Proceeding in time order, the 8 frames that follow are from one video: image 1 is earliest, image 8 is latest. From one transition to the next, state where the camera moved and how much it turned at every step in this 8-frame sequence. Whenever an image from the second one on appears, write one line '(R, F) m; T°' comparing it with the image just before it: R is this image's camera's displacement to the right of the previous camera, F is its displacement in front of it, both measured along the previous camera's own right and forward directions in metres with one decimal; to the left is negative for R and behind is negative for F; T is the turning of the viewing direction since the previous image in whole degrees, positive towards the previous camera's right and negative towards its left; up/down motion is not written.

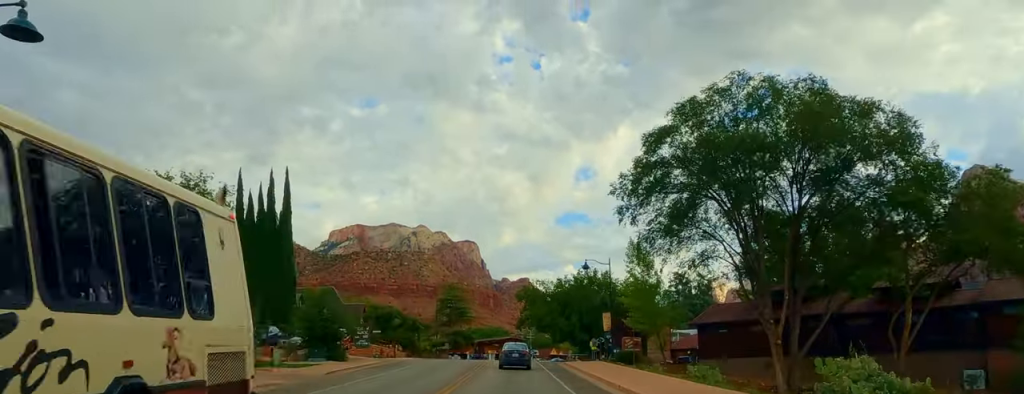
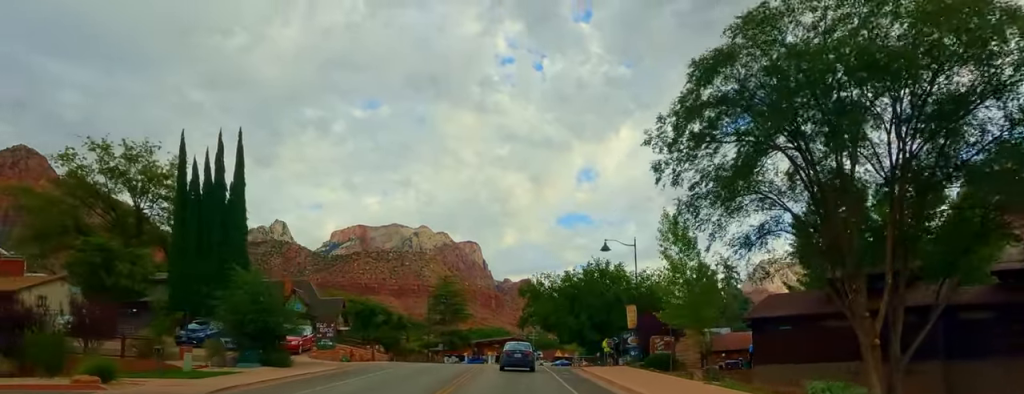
(-0.1, +11.2) m; 0°
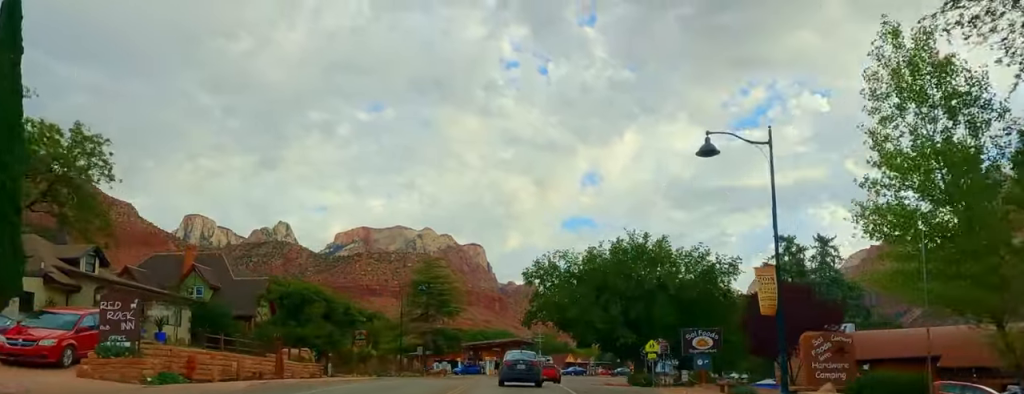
(-0.7, +23.6) m; 0°
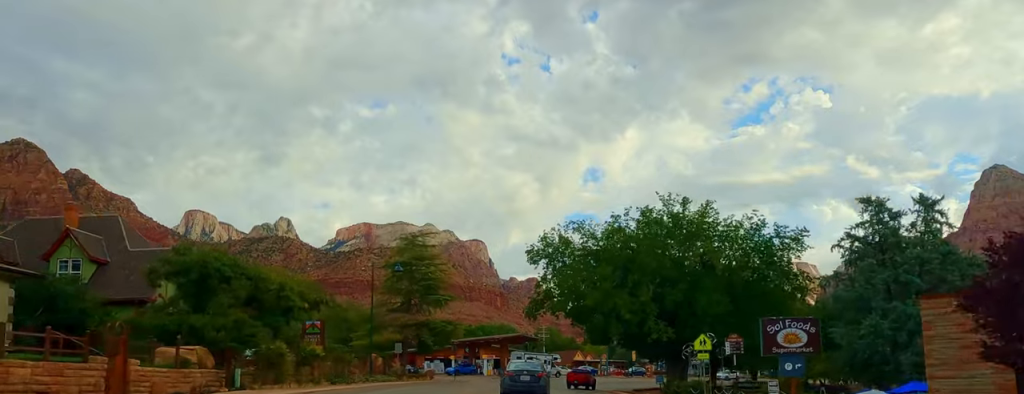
(+0.2, +14.0) m; +2°
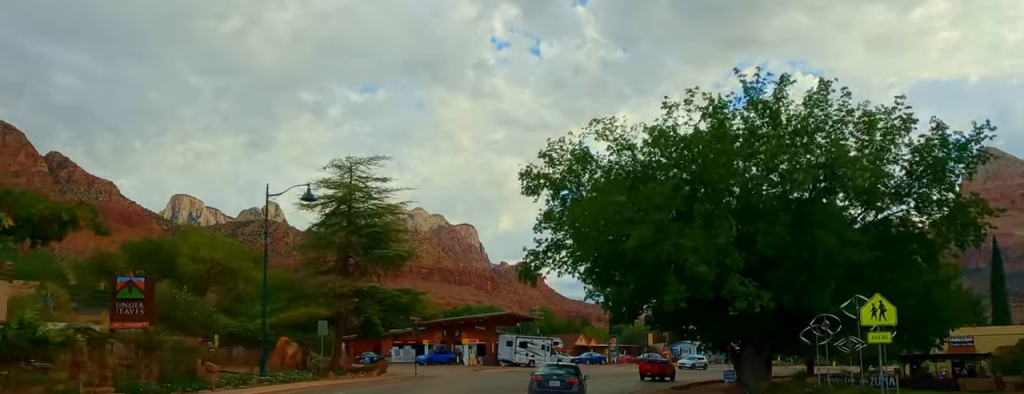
(+0.5, +20.5) m; +2°
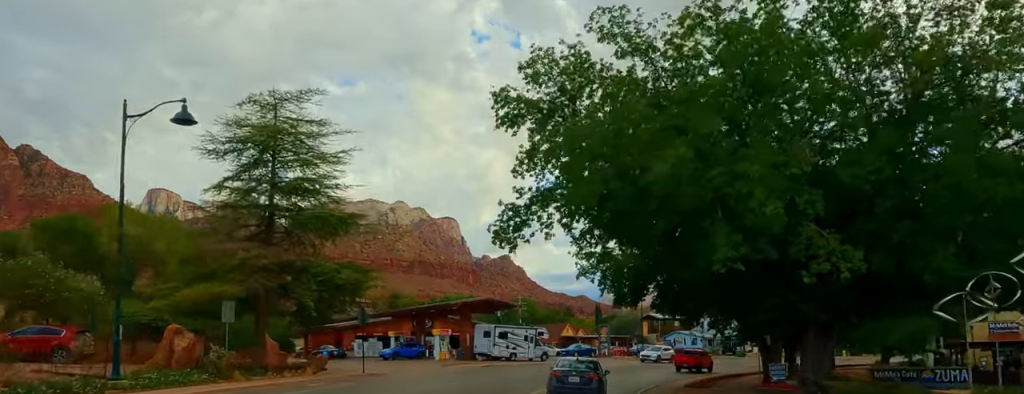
(+0.1, +10.0) m; +1°
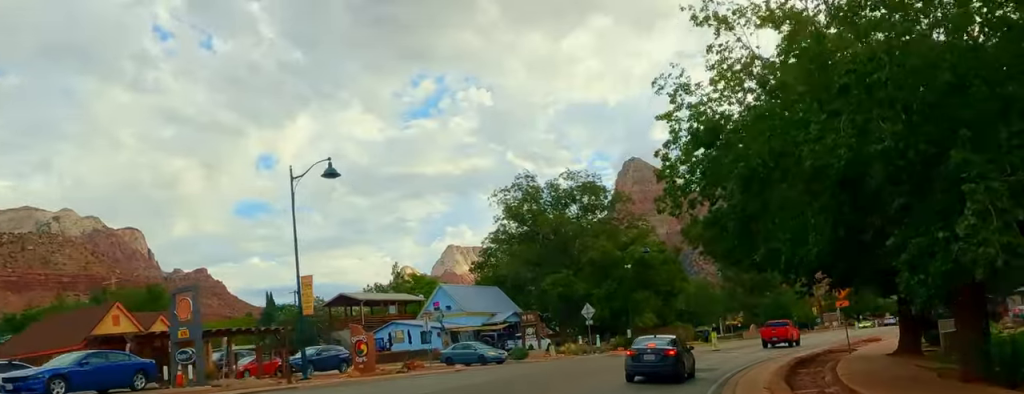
(+12.6, +50.9) m; +31°
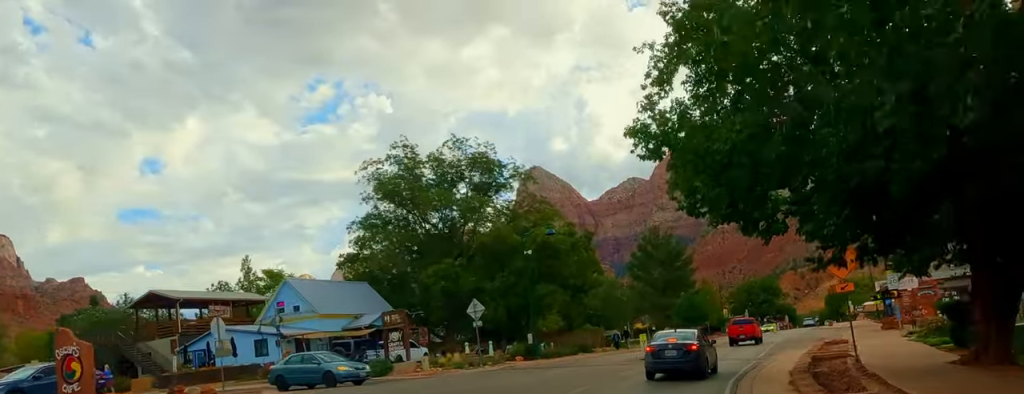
(+0.8, +13.6) m; +7°
